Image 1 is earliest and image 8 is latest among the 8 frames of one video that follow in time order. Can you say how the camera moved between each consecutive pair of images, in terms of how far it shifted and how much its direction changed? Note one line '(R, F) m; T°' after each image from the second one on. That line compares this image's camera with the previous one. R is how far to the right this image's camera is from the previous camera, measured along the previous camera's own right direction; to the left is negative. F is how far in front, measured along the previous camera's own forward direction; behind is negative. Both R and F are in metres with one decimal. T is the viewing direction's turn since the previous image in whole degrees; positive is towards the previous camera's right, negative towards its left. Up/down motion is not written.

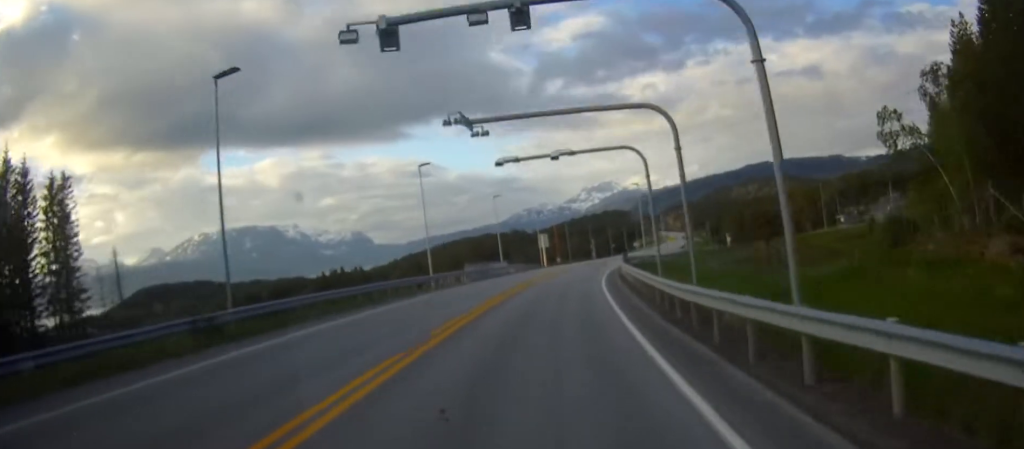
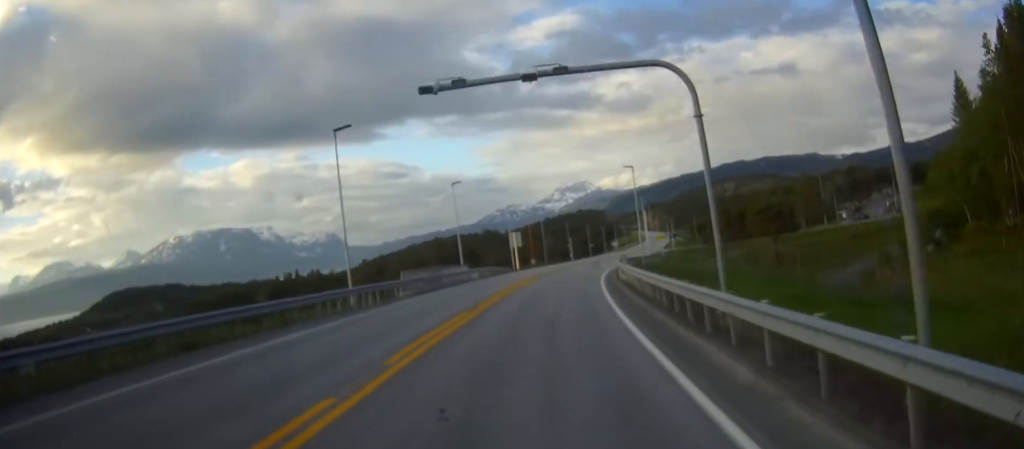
(0.0, +15.7) m; 0°
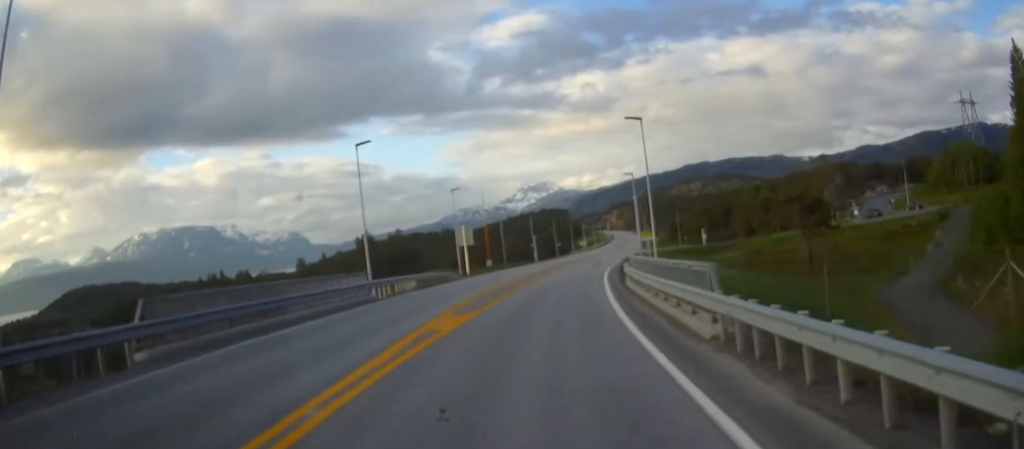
(0.0, +22.1) m; 0°
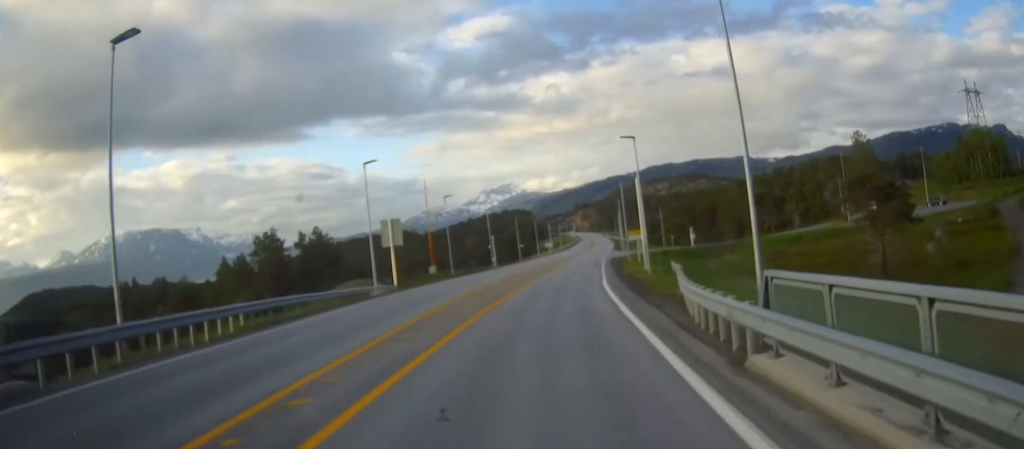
(0.0, +21.5) m; 0°
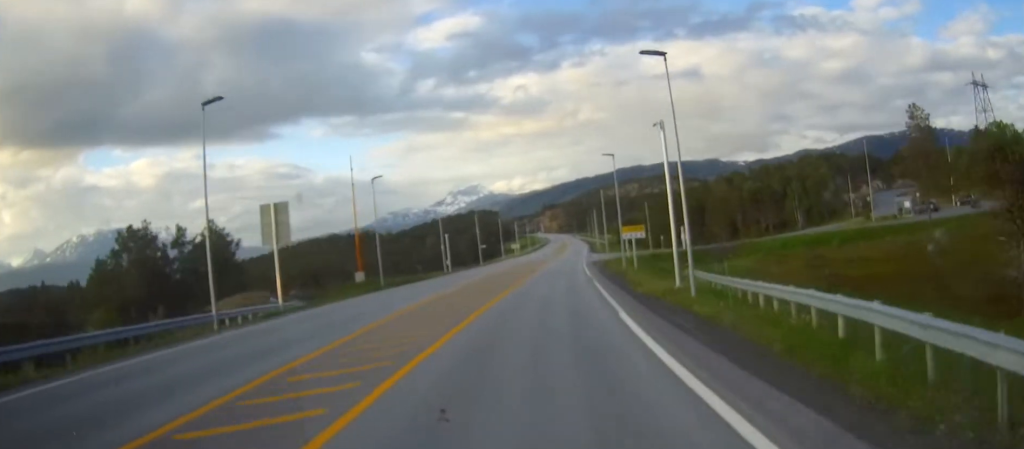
(0.0, +18.9) m; 0°
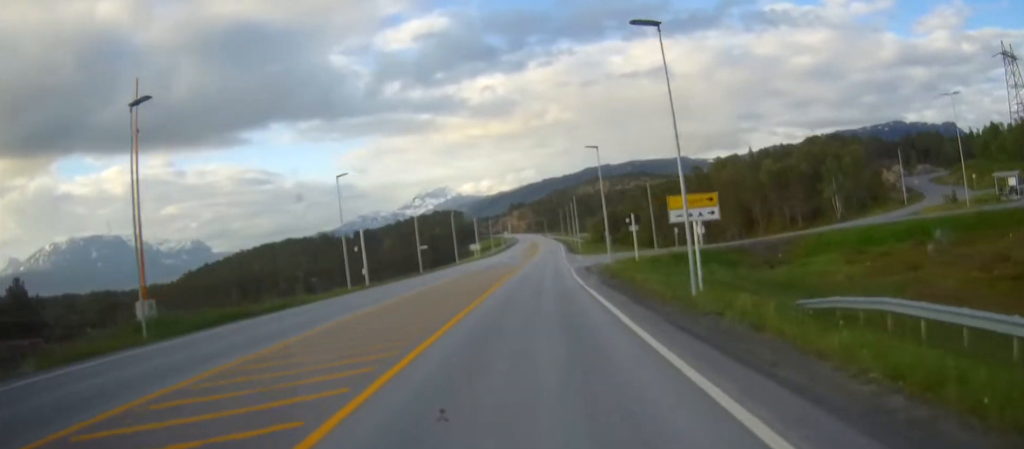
(0.0, +29.8) m; 0°
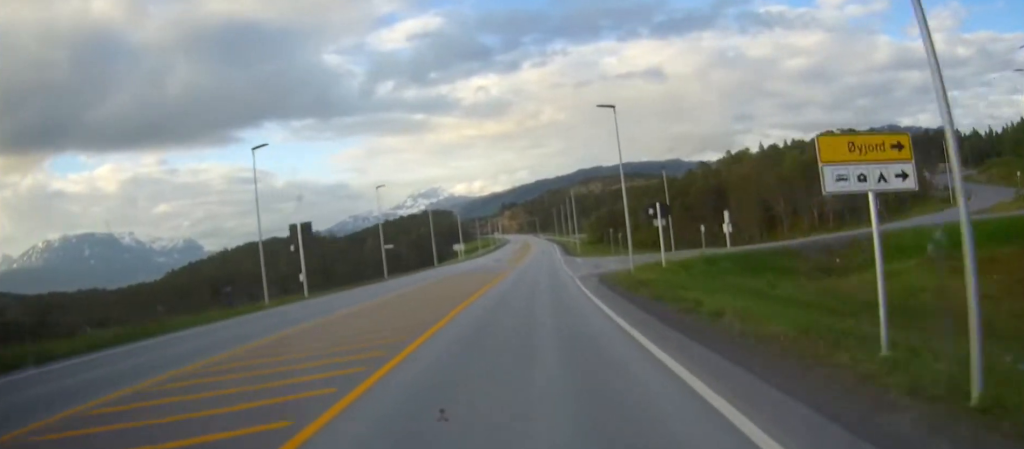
(0.0, +14.4) m; 0°
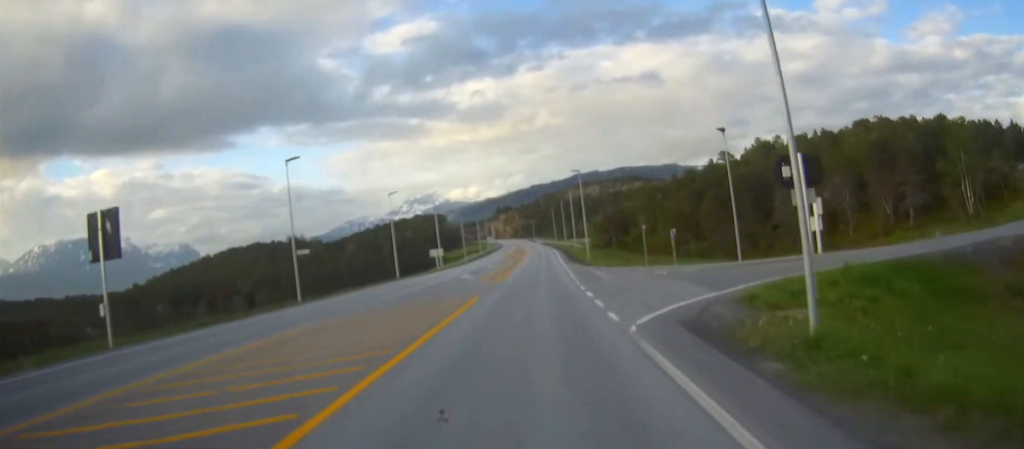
(0.0, +22.5) m; +1°
